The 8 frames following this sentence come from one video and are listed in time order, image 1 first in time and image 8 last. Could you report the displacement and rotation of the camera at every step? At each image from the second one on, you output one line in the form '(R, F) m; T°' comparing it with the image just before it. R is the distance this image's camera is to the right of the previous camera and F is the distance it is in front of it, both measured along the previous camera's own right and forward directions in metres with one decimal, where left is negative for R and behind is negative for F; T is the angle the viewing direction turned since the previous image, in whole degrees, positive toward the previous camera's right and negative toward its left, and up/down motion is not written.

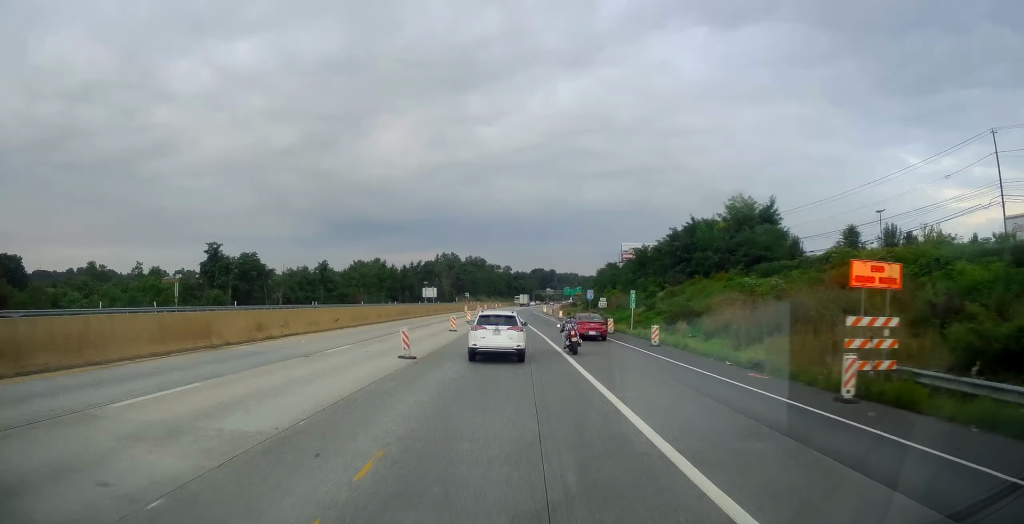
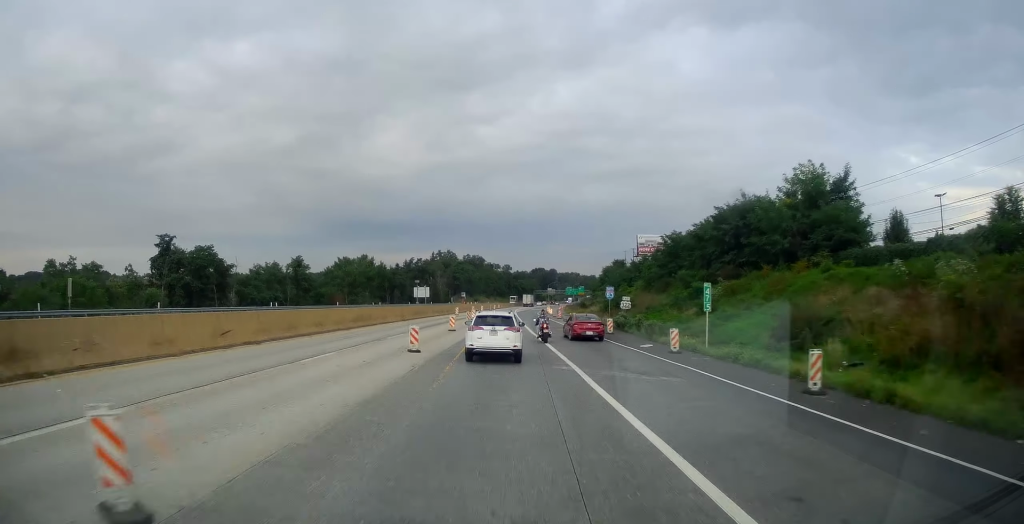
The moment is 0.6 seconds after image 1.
(+0.1, +15.4) m; 0°
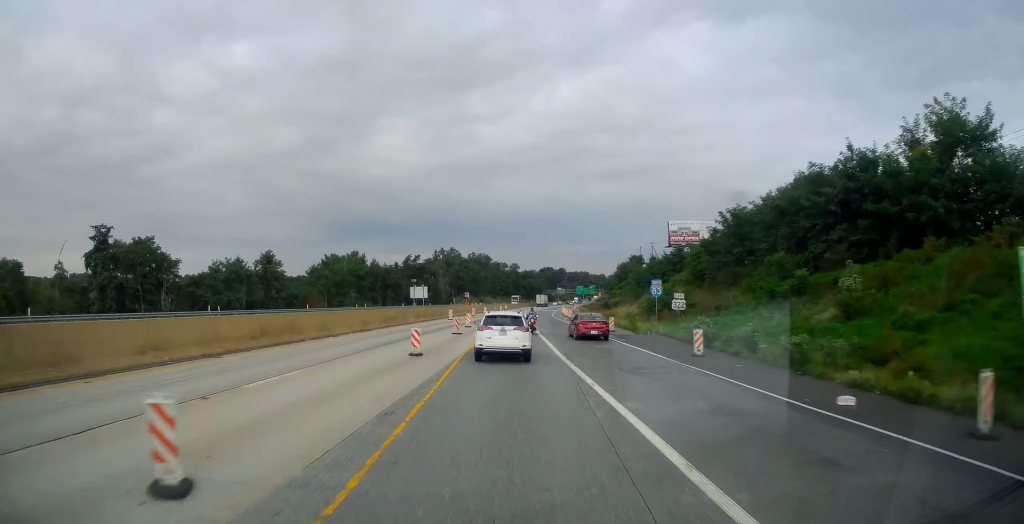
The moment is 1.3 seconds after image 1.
(+0.1, +17.1) m; 0°
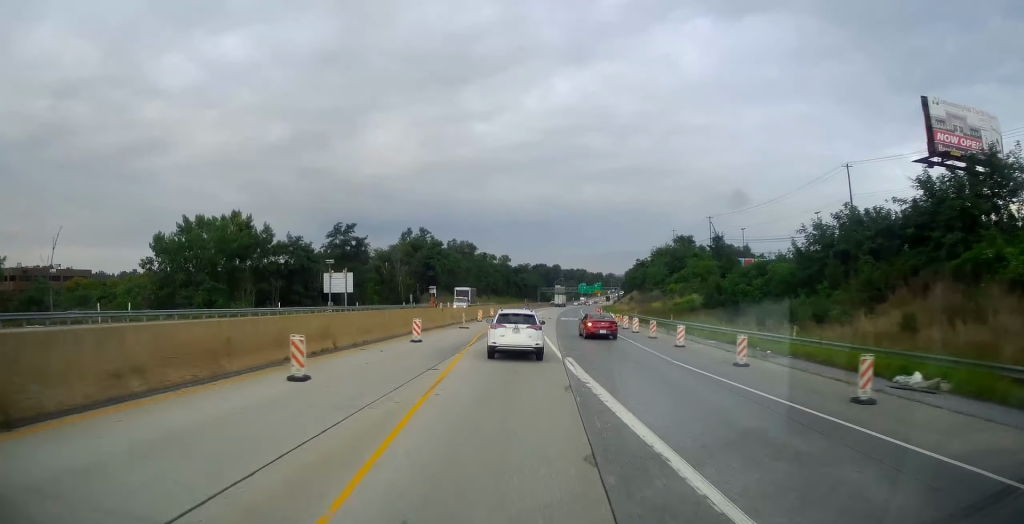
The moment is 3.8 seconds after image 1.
(-1.3, +61.8) m; -2°
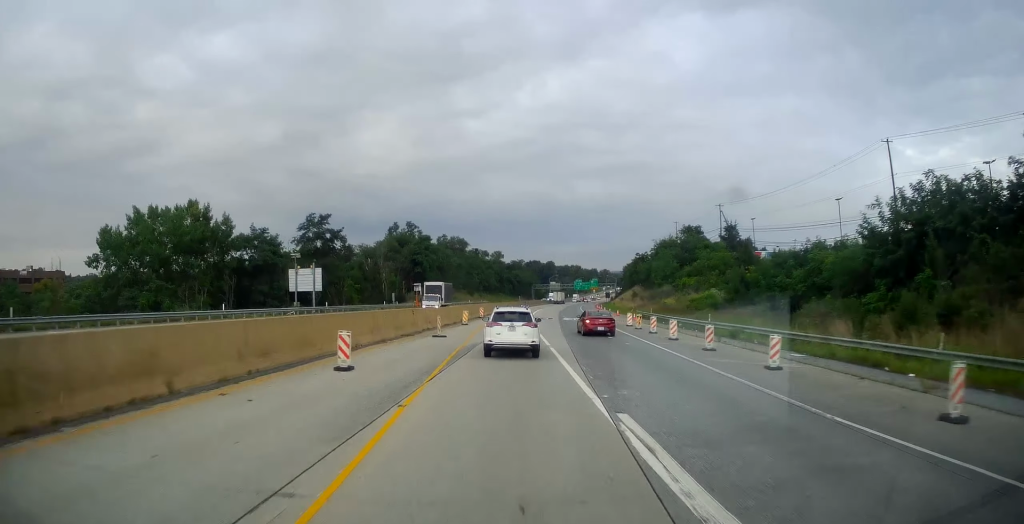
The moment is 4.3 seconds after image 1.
(0.0, +10.8) m; 0°
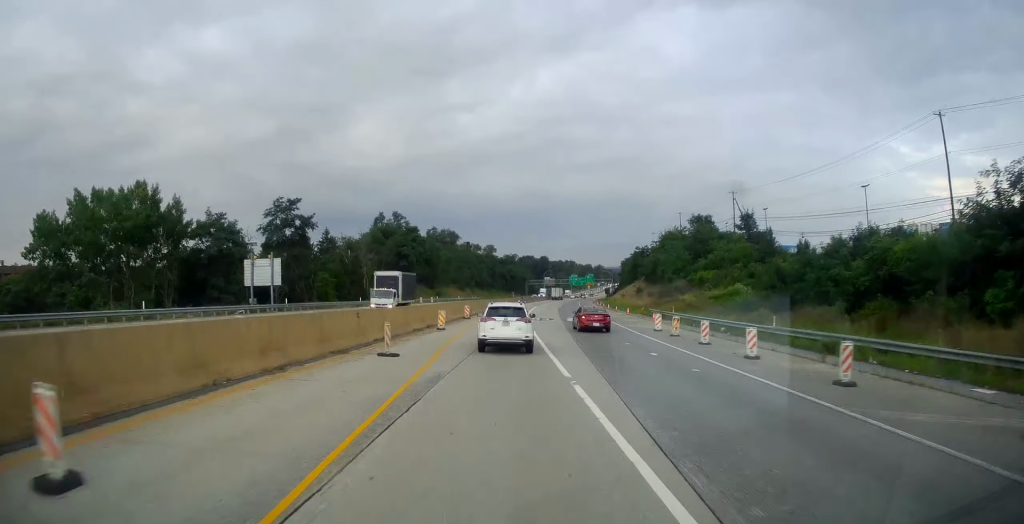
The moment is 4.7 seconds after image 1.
(0.0, +10.8) m; 0°
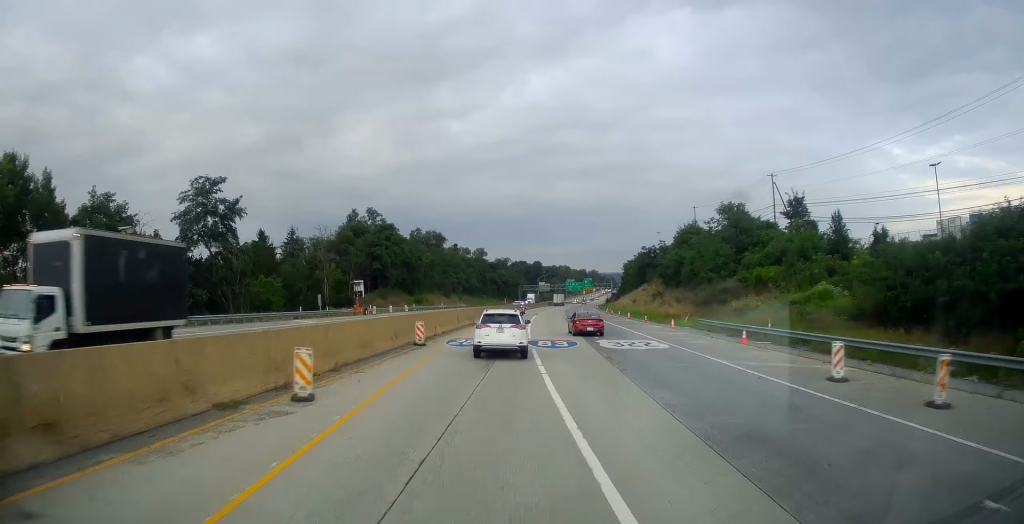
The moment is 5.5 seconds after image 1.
(+0.2, +20.8) m; +1°
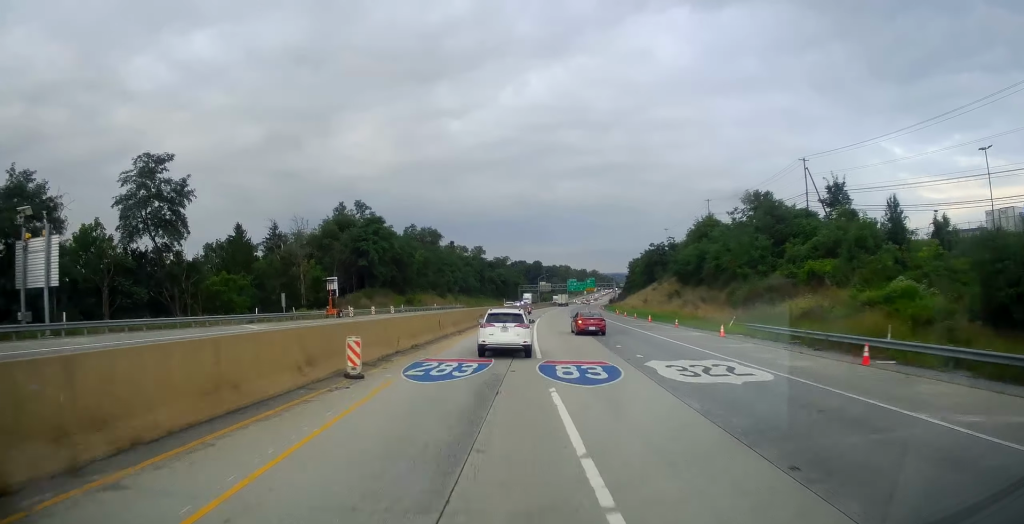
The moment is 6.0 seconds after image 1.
(+0.1, +10.8) m; 0°
